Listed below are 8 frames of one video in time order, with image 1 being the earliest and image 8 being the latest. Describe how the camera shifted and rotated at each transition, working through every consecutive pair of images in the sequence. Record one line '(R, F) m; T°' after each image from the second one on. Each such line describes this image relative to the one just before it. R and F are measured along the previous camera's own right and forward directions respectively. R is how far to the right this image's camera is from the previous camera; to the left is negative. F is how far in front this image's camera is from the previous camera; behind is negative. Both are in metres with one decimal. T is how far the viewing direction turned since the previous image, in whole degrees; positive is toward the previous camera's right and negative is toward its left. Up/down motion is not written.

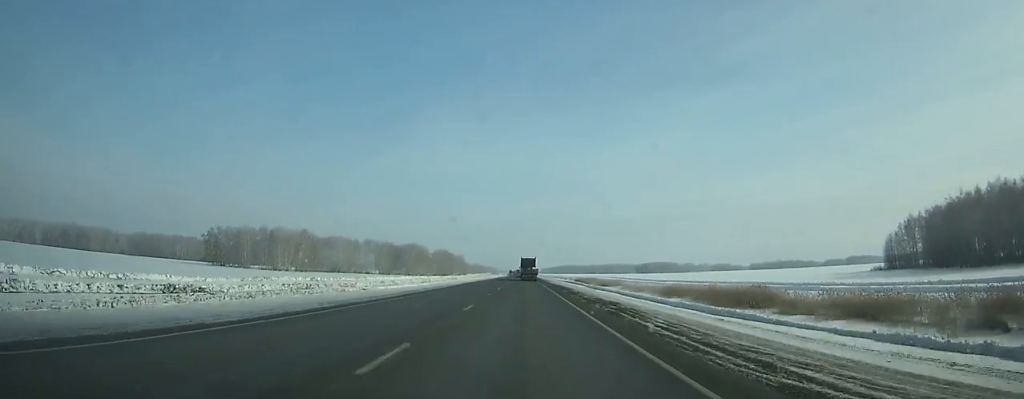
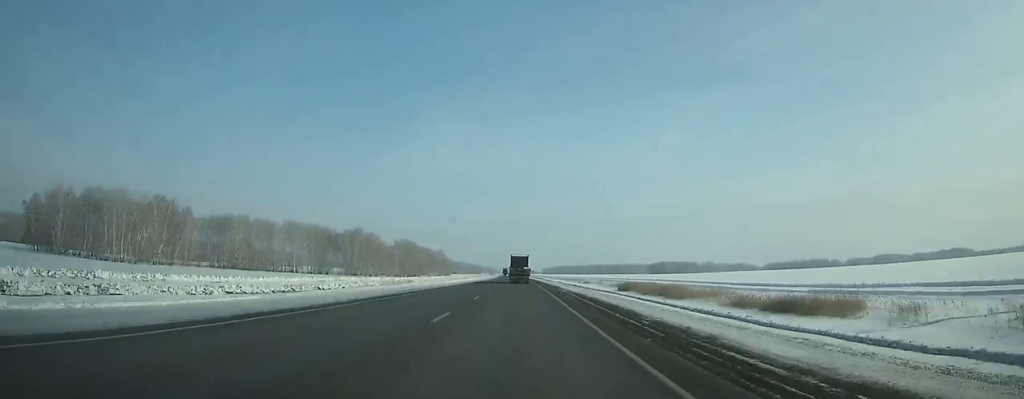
(+0.1, +122.9) m; 0°
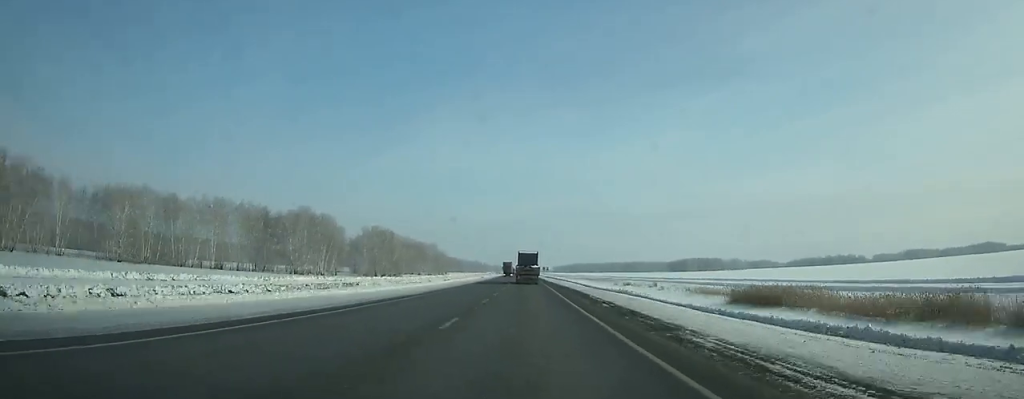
(-0.1, +72.1) m; 0°
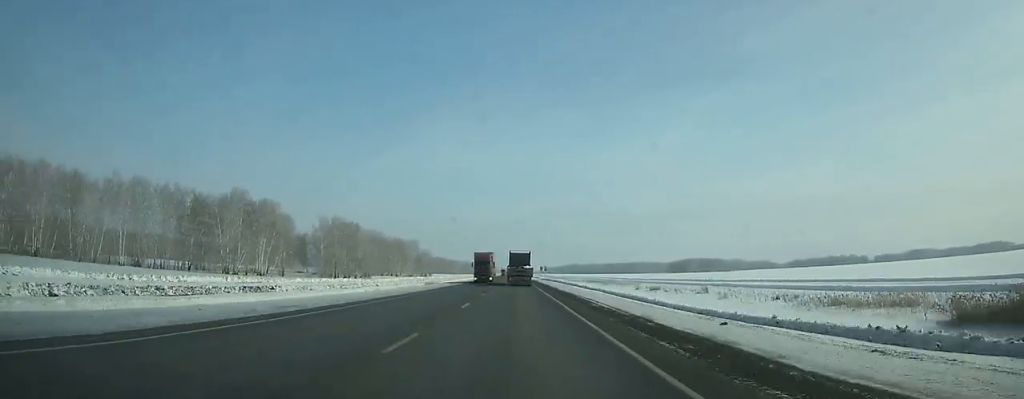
(+0.1, +40.5) m; 0°
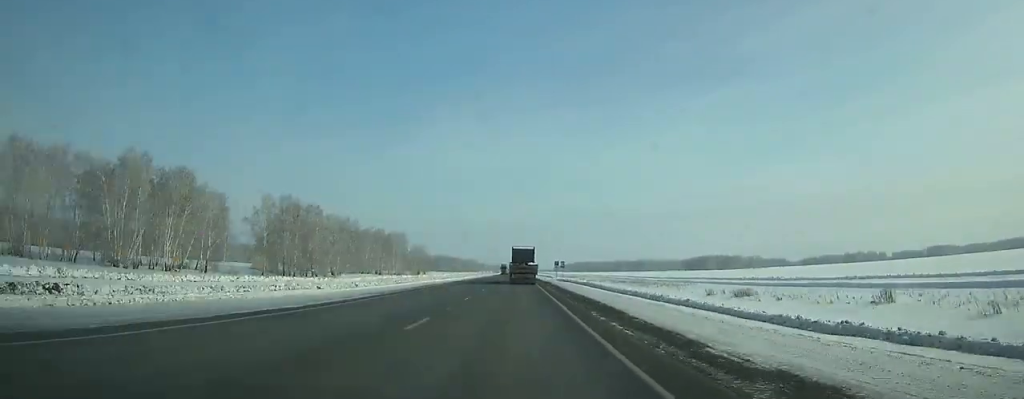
(-0.2, +44.8) m; -1°
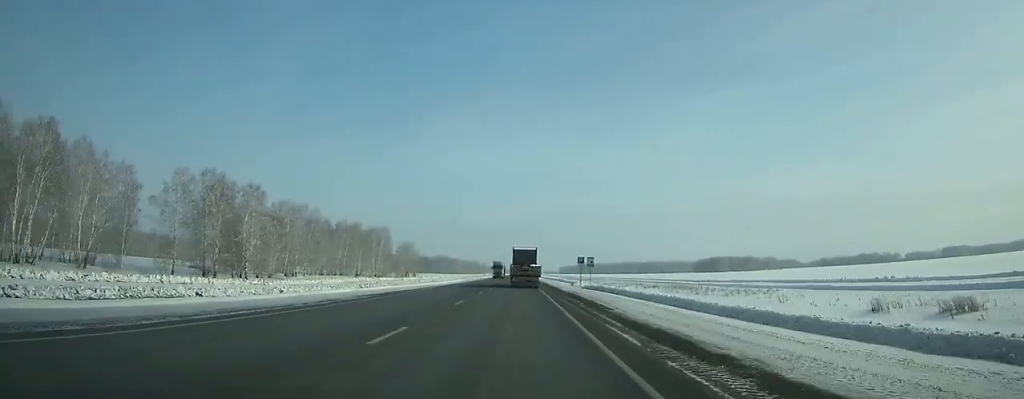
(-0.2, +38.0) m; 0°
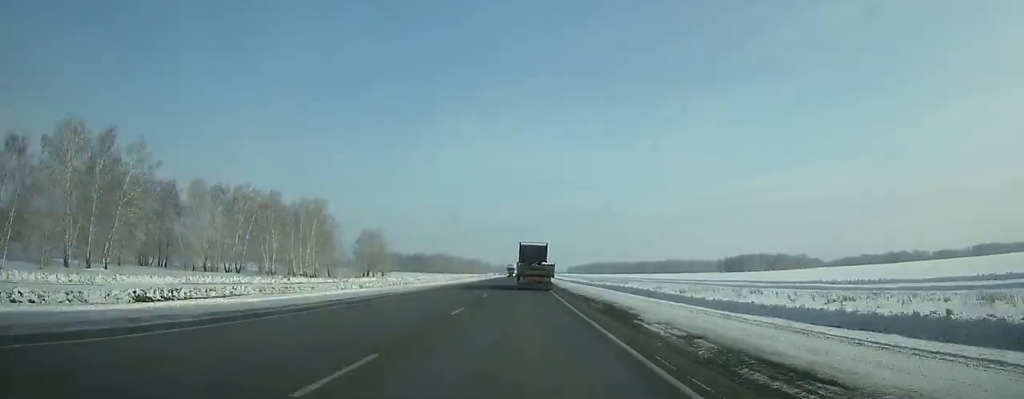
(-0.4, +75.3) m; -1°
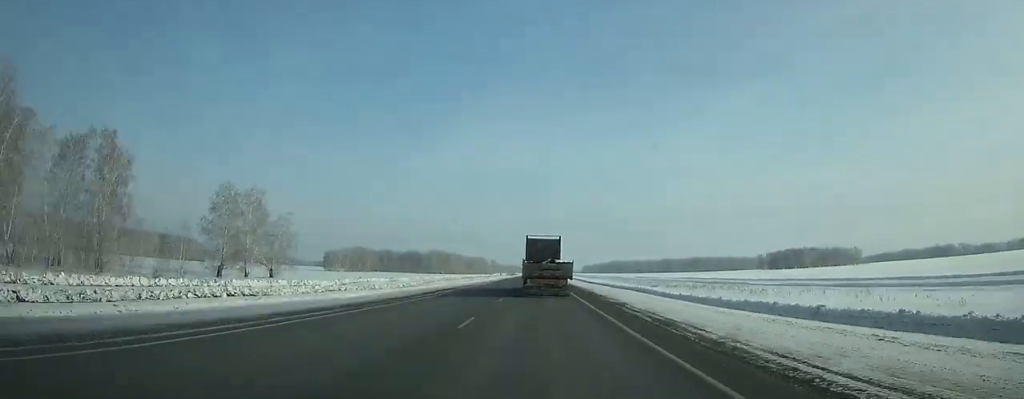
(-0.5, +98.2) m; 0°
